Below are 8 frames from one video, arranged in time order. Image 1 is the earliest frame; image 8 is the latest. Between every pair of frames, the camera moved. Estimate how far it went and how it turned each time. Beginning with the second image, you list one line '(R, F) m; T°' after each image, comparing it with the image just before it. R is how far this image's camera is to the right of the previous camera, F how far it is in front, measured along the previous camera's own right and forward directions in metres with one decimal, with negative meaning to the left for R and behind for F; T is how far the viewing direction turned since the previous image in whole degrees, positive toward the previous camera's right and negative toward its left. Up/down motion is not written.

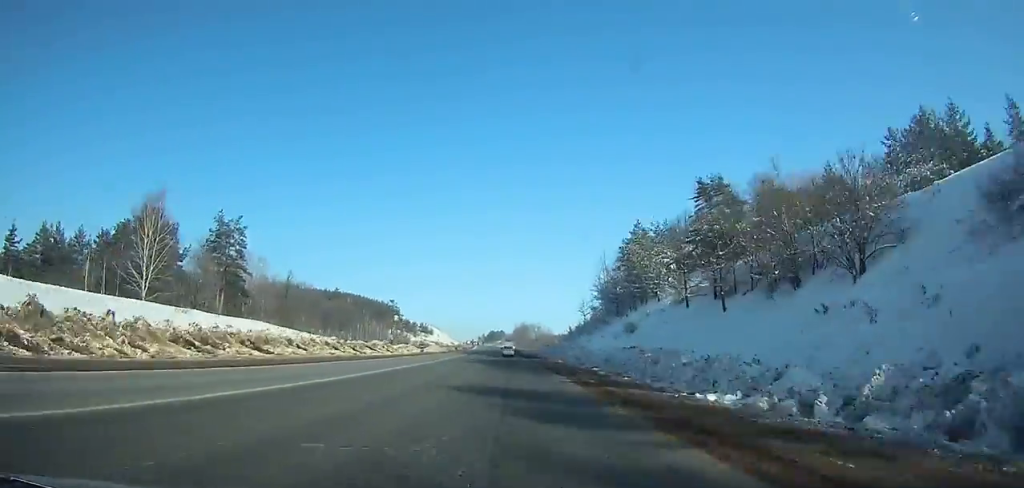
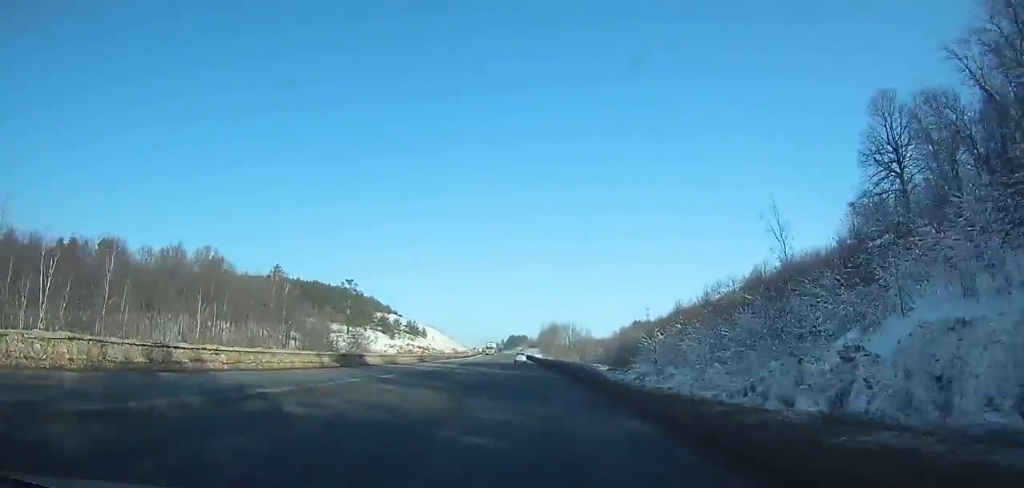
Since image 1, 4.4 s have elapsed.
(-1.6, +97.5) m; -2°
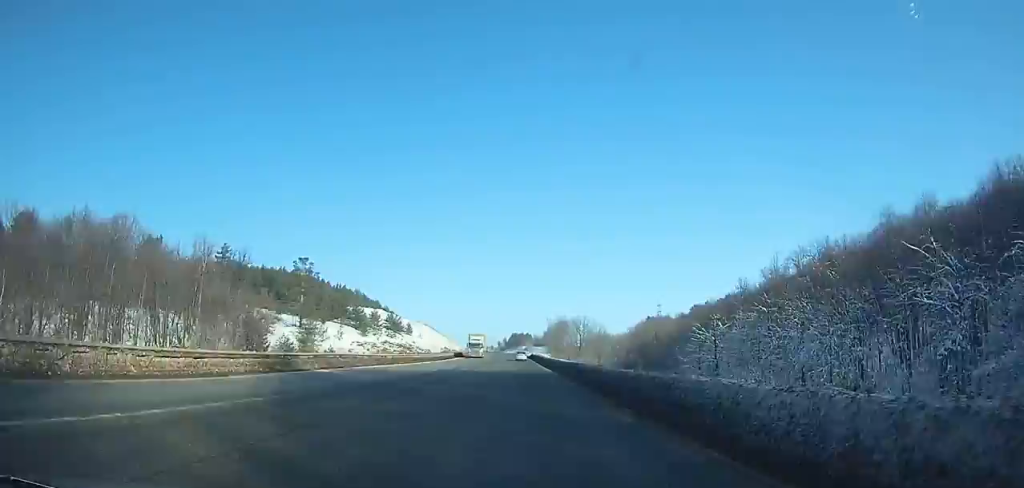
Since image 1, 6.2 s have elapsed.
(-0.2, +39.5) m; -1°
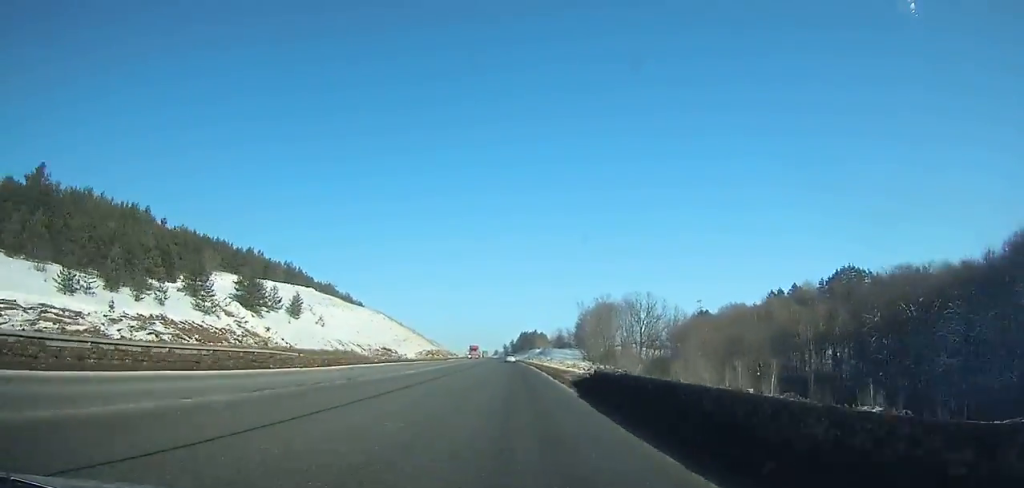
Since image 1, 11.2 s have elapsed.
(-1.7, +110.4) m; -2°
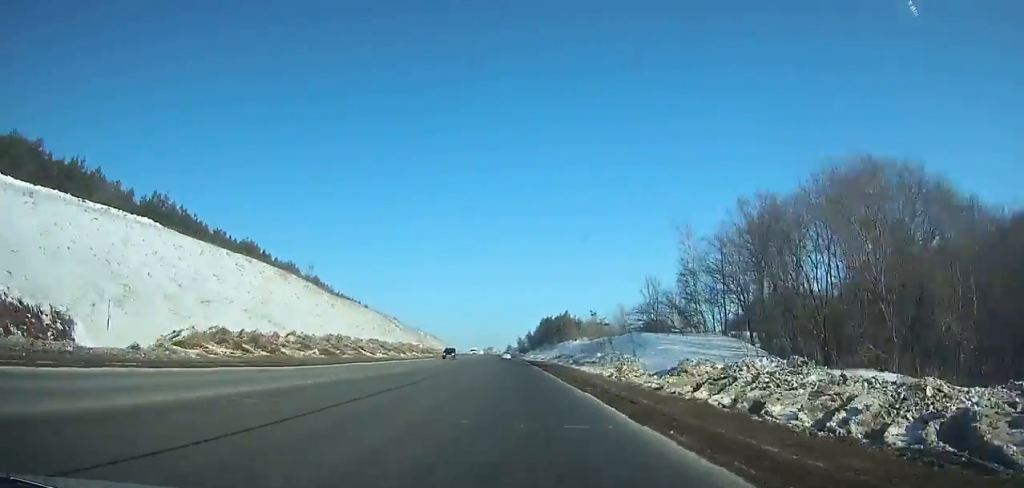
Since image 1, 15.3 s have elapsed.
(-1.2, +91.7) m; -1°
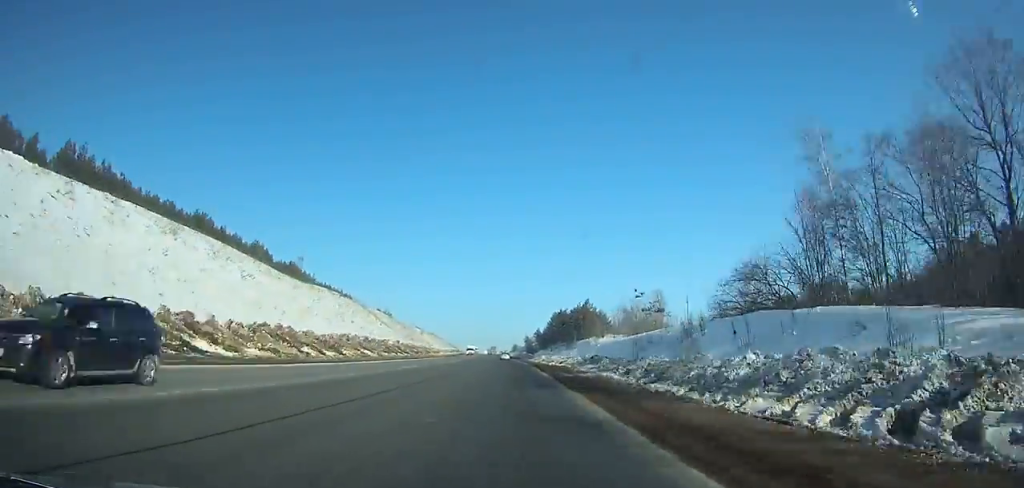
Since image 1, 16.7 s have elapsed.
(0.0, +31.5) m; 0°
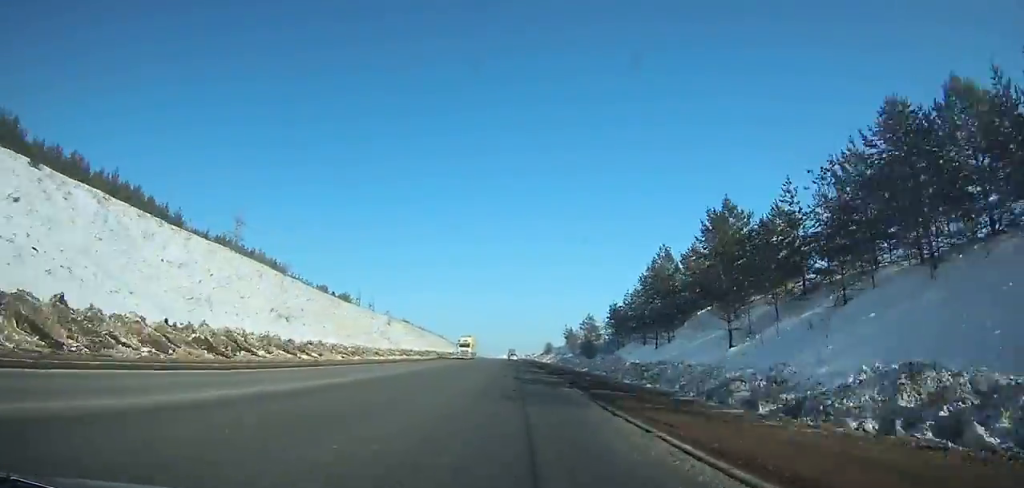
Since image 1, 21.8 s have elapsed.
(-2.0, +115.3) m; -2°
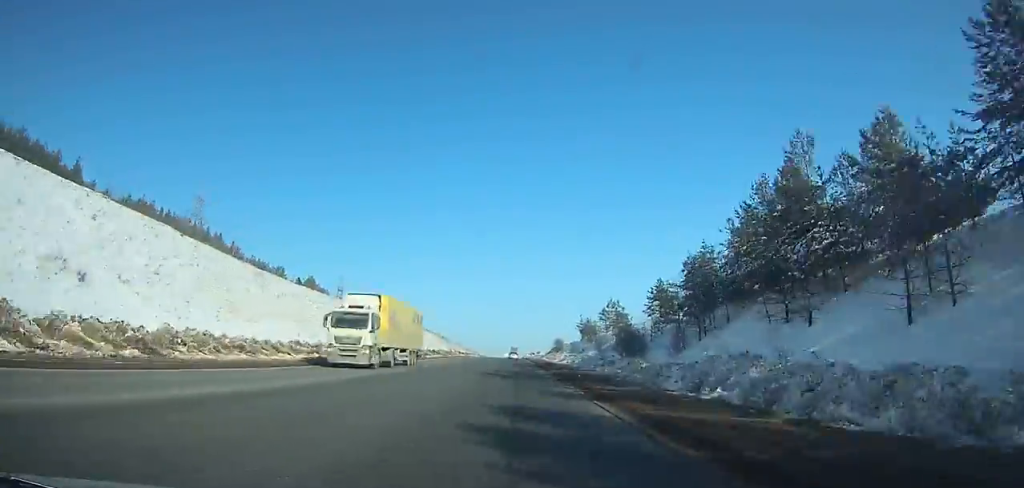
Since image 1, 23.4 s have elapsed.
(-0.2, +36.1) m; 0°
